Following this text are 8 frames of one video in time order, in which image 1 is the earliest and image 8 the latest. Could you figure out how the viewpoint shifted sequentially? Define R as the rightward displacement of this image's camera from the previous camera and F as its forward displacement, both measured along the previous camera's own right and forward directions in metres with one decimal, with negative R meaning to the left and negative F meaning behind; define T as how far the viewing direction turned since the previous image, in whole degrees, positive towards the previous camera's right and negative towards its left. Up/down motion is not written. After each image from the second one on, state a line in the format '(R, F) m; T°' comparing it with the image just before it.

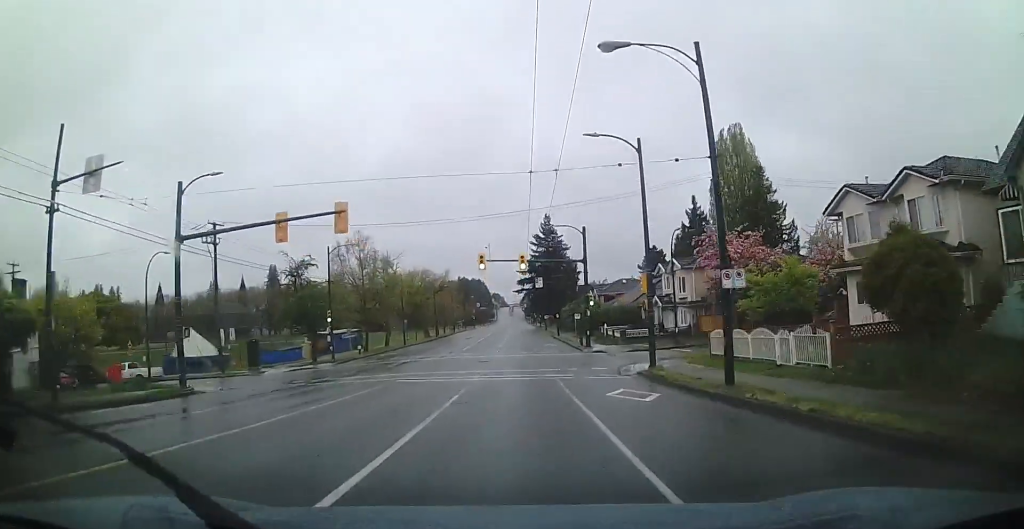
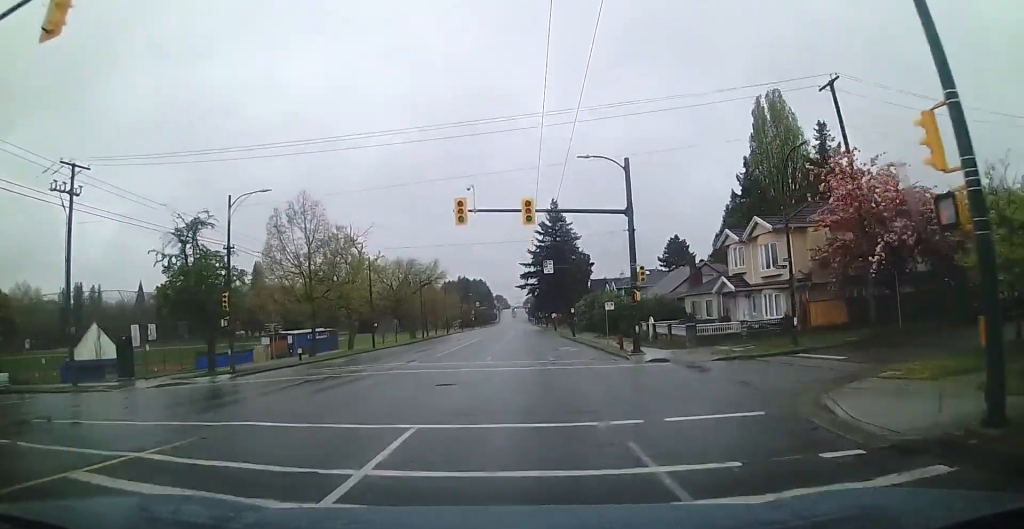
(0.0, +17.2) m; 0°
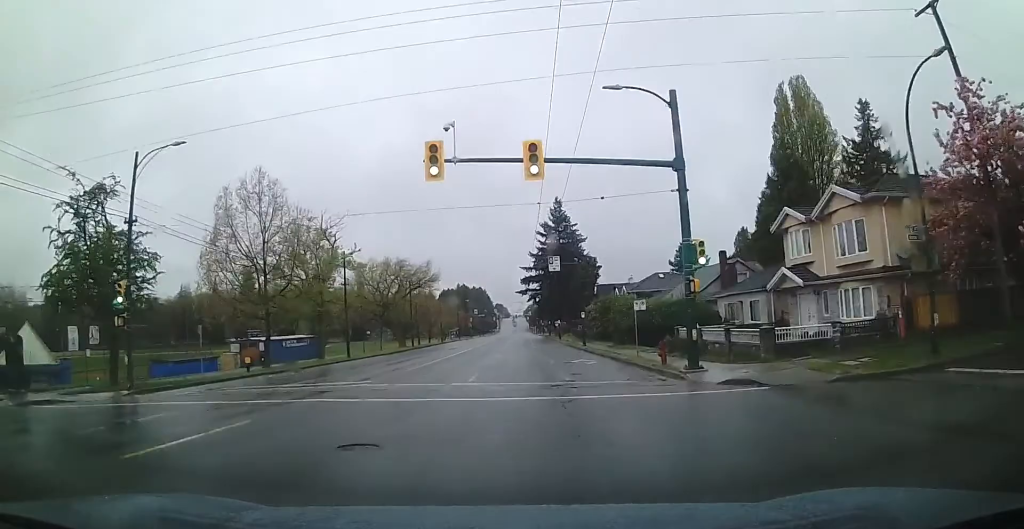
(0.0, +8.8) m; 0°
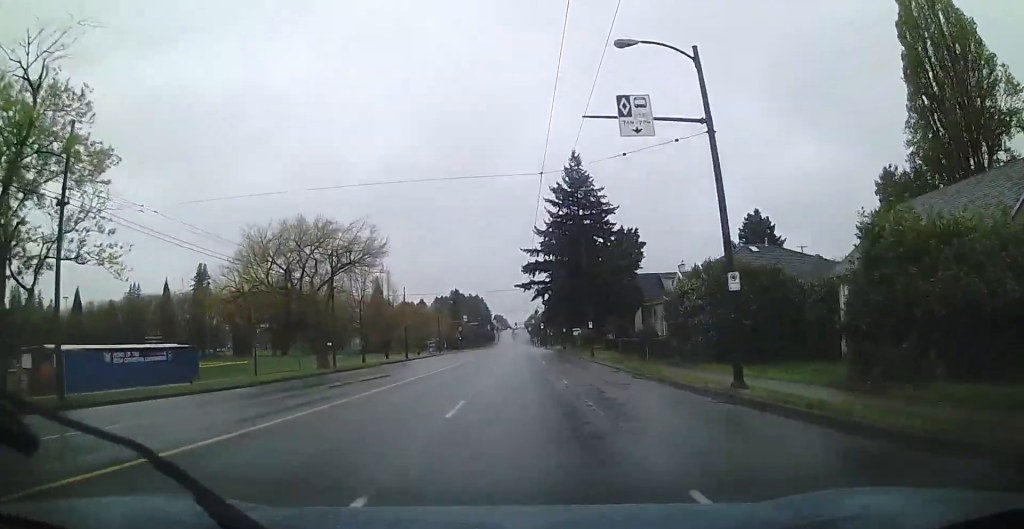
(-0.2, +34.1) m; -2°
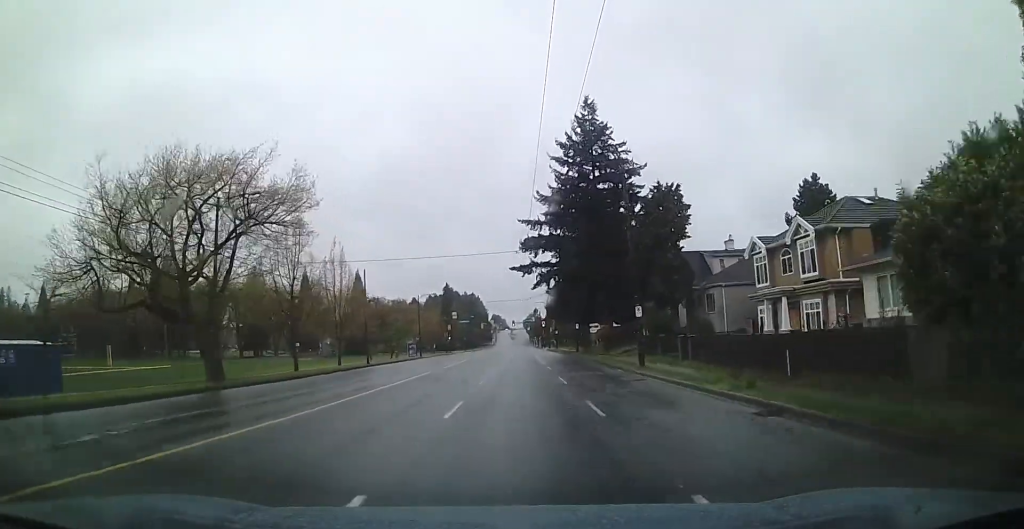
(-0.4, +18.7) m; 0°
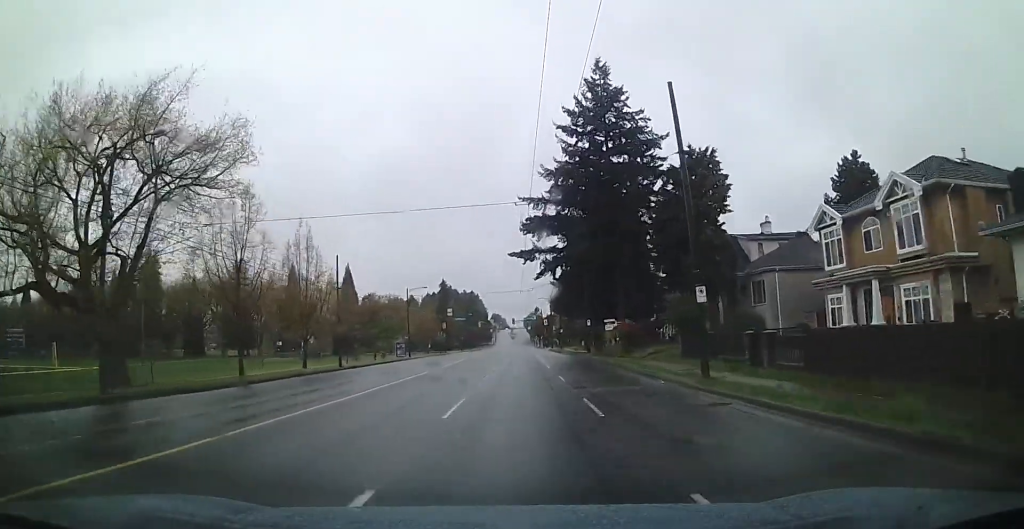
(+0.2, +9.1) m; 0°
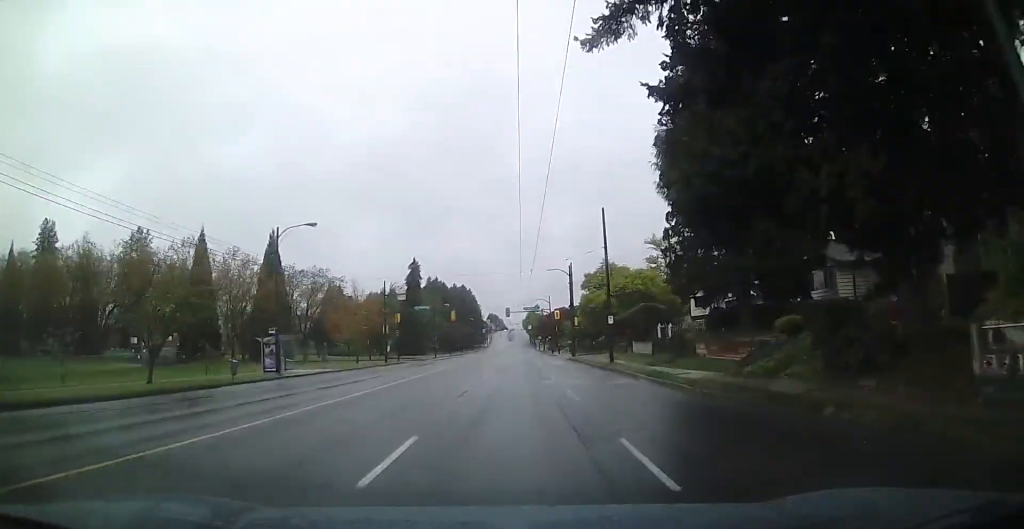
(-0.6, +43.2) m; -1°
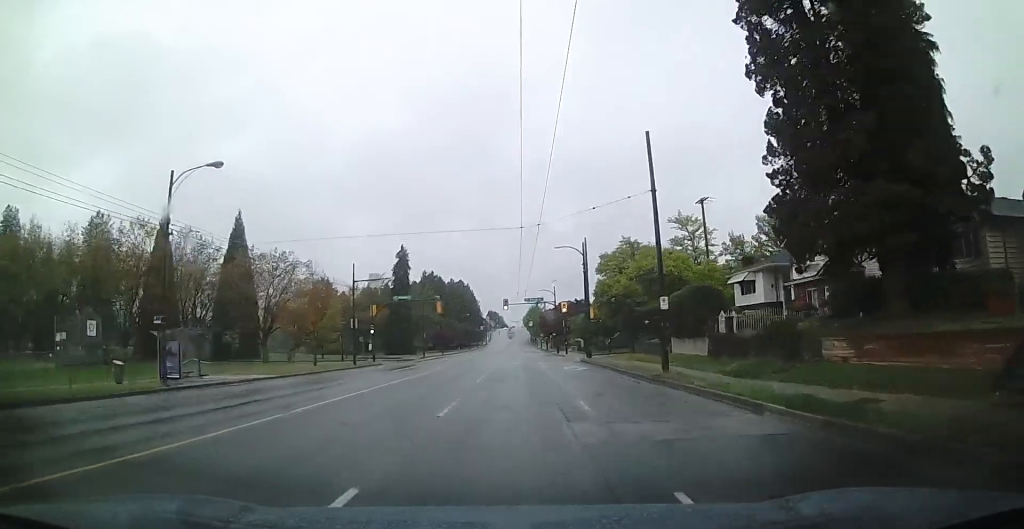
(0.0, +12.8) m; +1°
